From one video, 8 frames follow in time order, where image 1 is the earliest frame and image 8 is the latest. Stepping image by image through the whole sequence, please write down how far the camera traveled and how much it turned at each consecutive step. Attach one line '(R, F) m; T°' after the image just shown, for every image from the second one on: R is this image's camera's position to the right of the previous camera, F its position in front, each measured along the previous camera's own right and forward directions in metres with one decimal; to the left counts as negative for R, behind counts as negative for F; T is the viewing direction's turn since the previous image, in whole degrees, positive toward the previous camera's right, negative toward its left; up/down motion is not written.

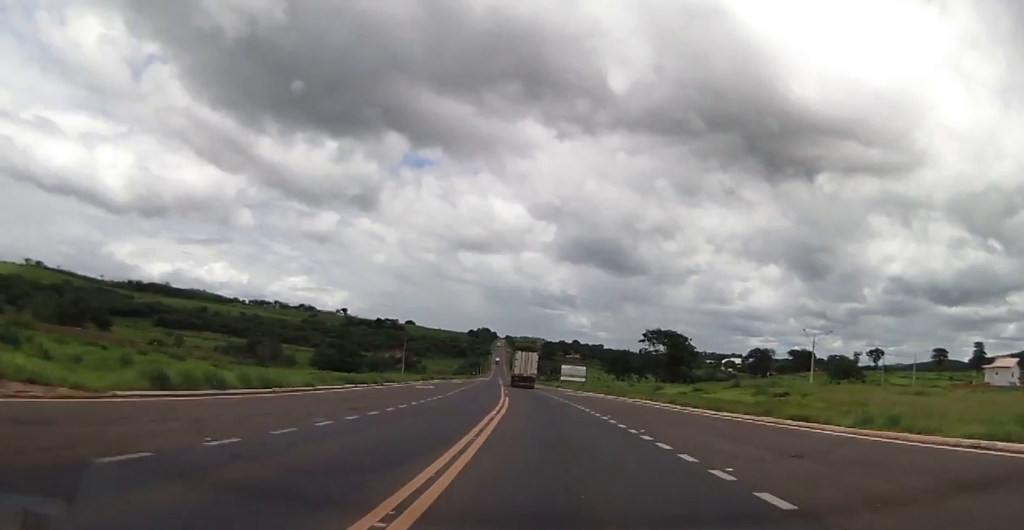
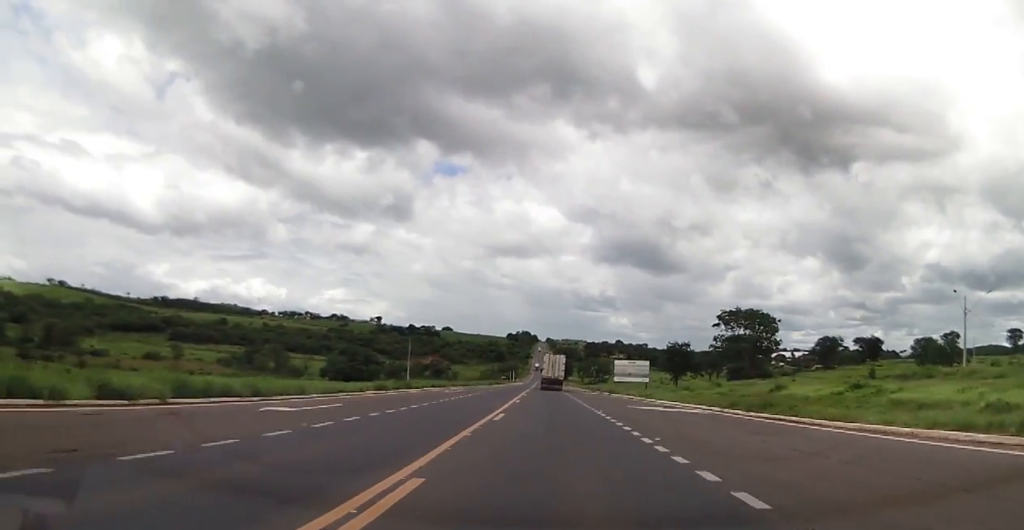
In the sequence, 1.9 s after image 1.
(-1.4, +32.9) m; -3°
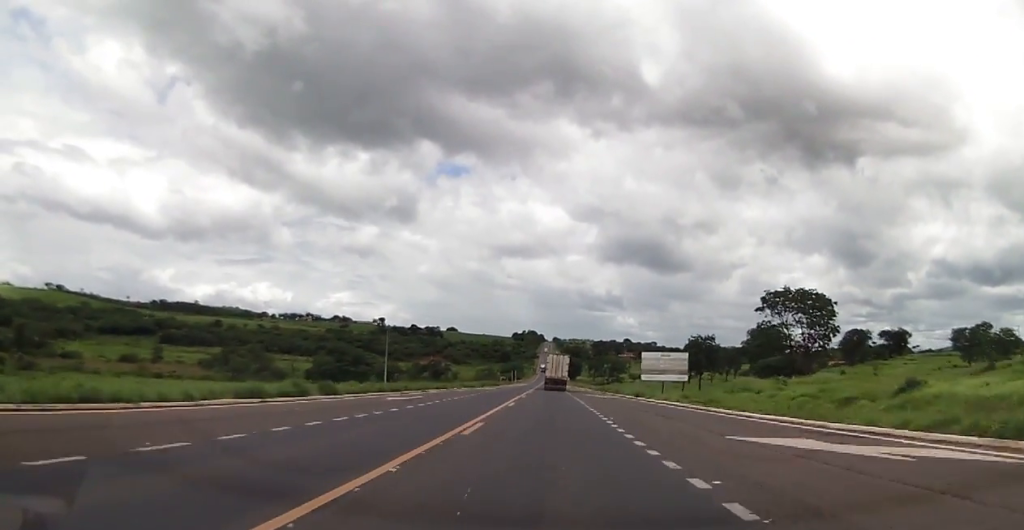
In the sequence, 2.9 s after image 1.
(-0.1, +20.1) m; -2°
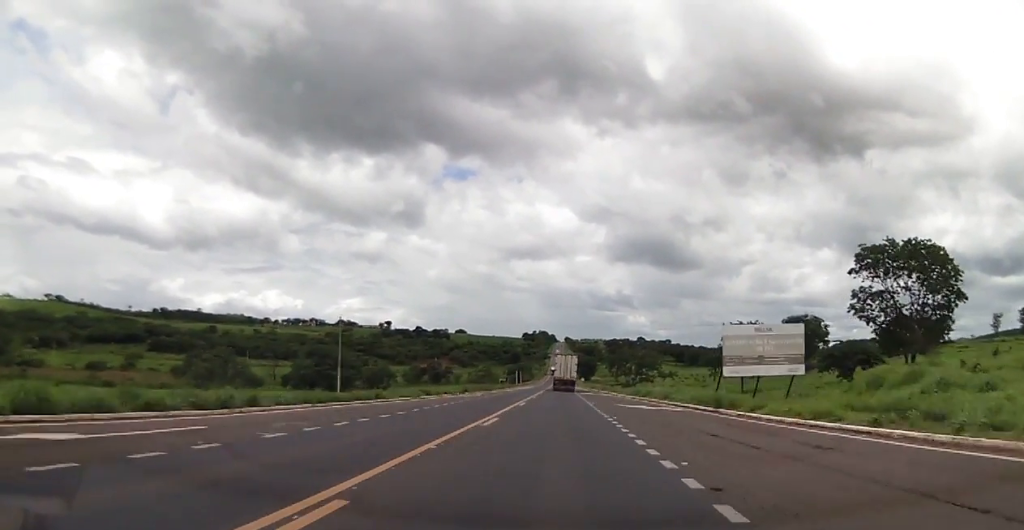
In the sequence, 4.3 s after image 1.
(-0.7, +26.9) m; -2°
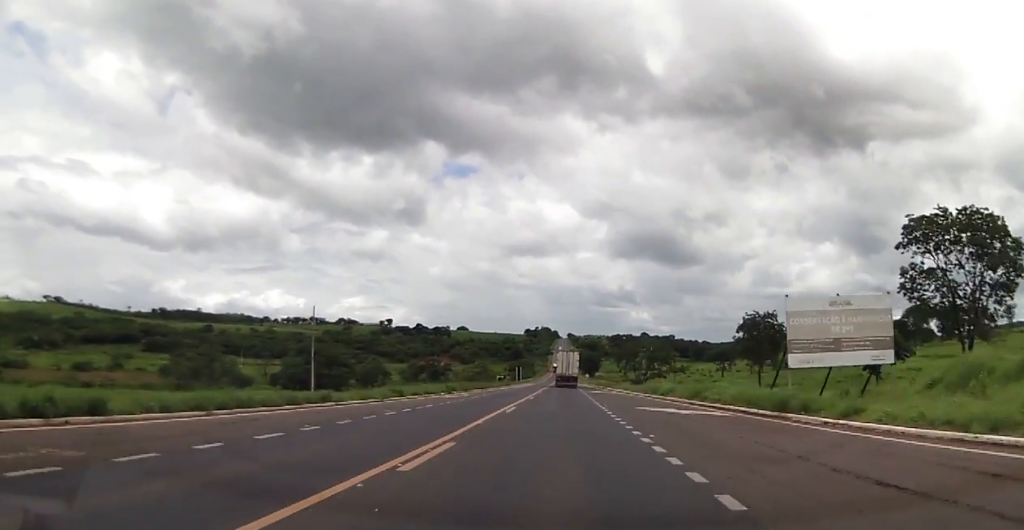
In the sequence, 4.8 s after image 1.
(0.0, +9.4) m; 0°
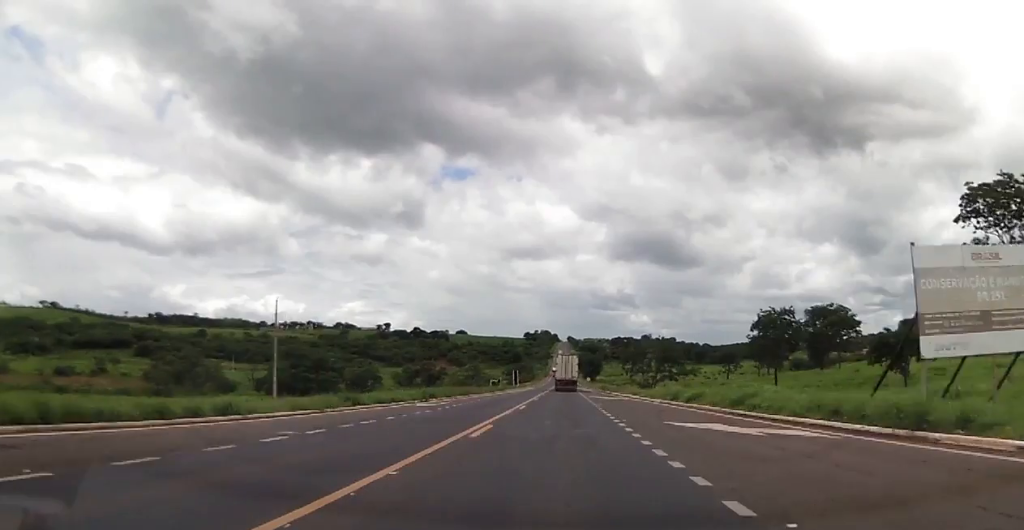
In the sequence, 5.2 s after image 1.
(0.0, +9.4) m; 0°
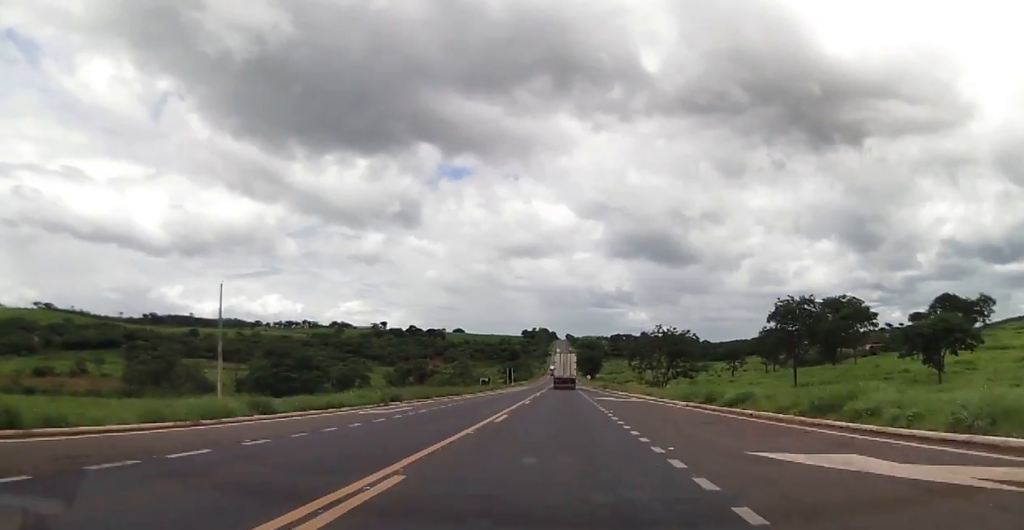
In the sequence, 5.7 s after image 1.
(0.0, +10.1) m; 0°
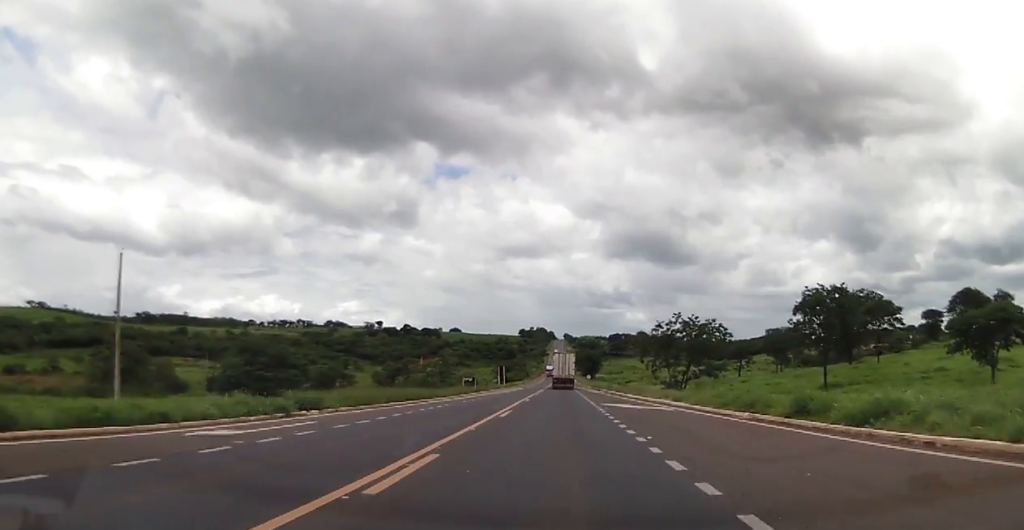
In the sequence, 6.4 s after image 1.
(0.0, +12.9) m; 0°
